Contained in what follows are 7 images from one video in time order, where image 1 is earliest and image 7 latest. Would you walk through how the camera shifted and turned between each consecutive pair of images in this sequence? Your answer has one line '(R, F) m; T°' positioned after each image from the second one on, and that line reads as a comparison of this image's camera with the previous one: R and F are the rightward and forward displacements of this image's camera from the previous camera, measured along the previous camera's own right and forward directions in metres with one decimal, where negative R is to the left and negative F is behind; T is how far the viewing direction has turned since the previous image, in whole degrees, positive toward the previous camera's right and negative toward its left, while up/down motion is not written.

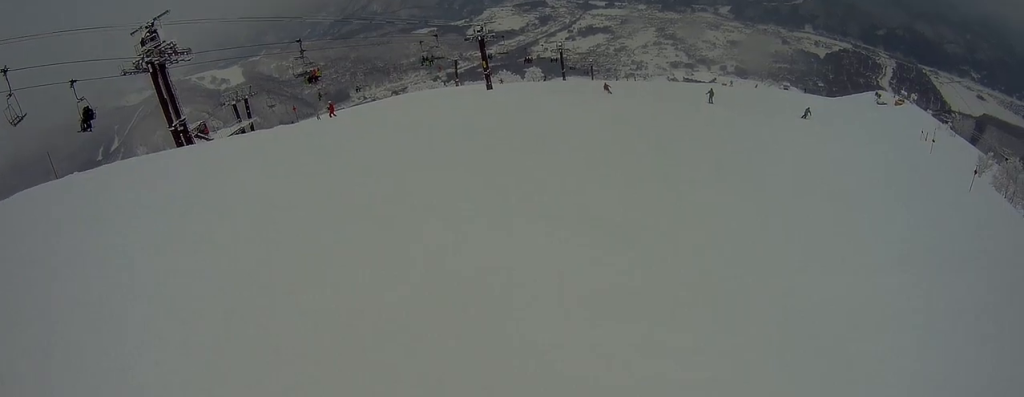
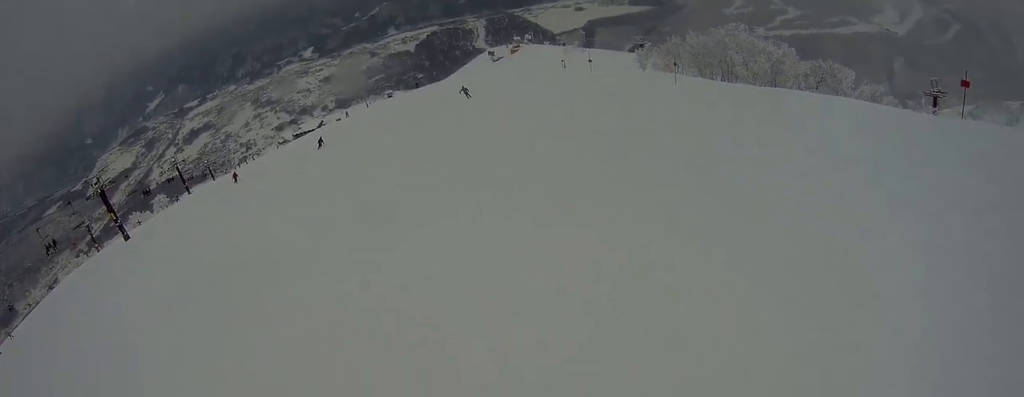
(+1.7, +4.5) m; +38°
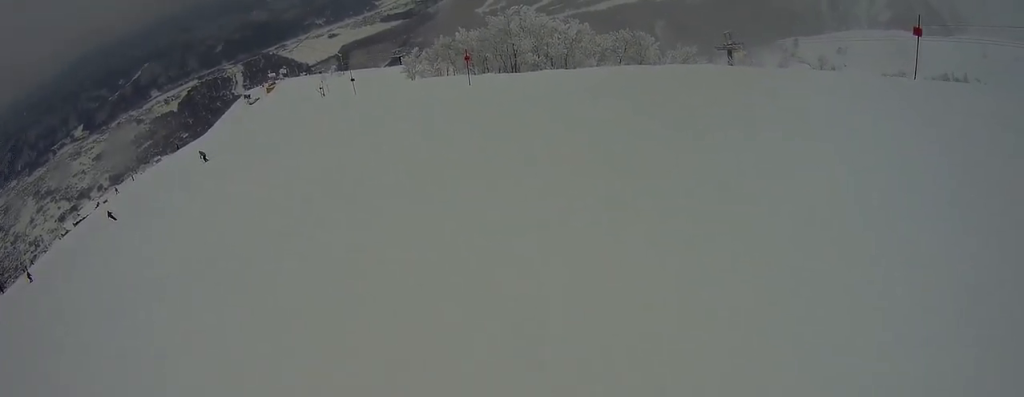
(+2.1, +5.7) m; +26°
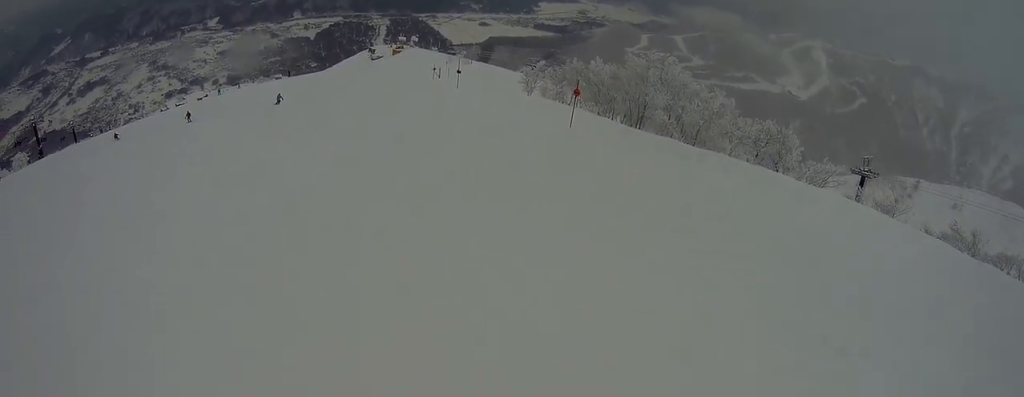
(0.0, +5.4) m; -23°
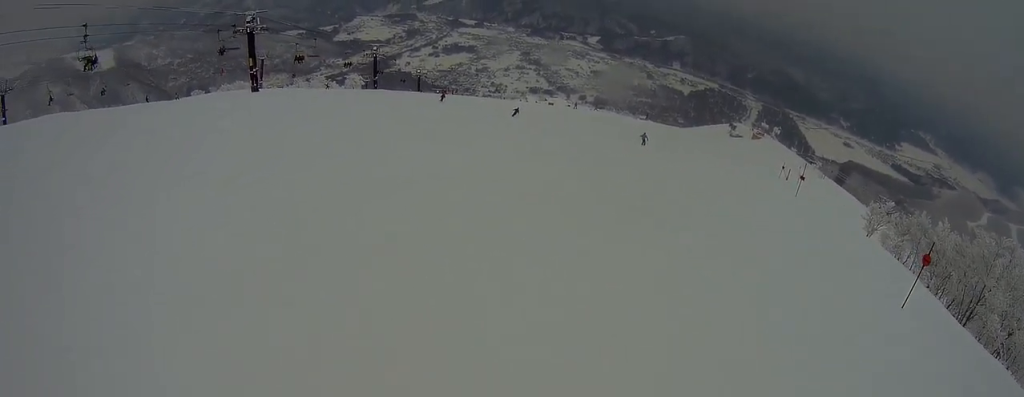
(-1.4, +3.4) m; -28°
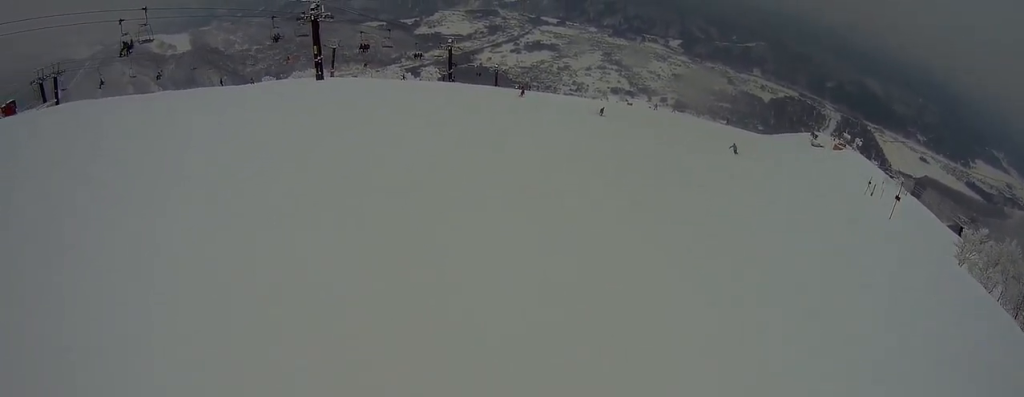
(-0.4, +2.4) m; -15°
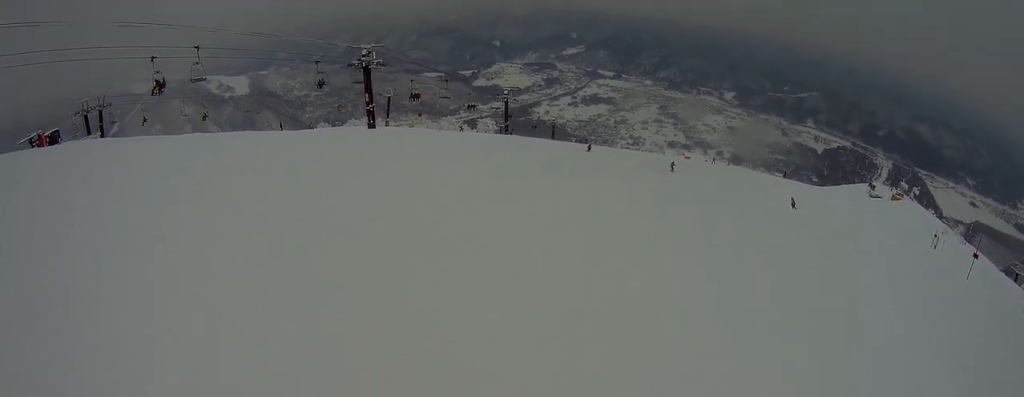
(0.0, +1.6) m; -7°
